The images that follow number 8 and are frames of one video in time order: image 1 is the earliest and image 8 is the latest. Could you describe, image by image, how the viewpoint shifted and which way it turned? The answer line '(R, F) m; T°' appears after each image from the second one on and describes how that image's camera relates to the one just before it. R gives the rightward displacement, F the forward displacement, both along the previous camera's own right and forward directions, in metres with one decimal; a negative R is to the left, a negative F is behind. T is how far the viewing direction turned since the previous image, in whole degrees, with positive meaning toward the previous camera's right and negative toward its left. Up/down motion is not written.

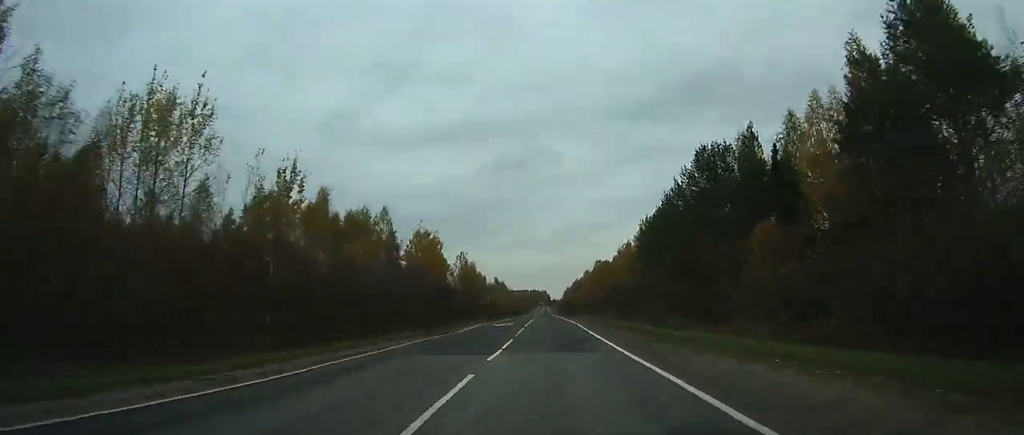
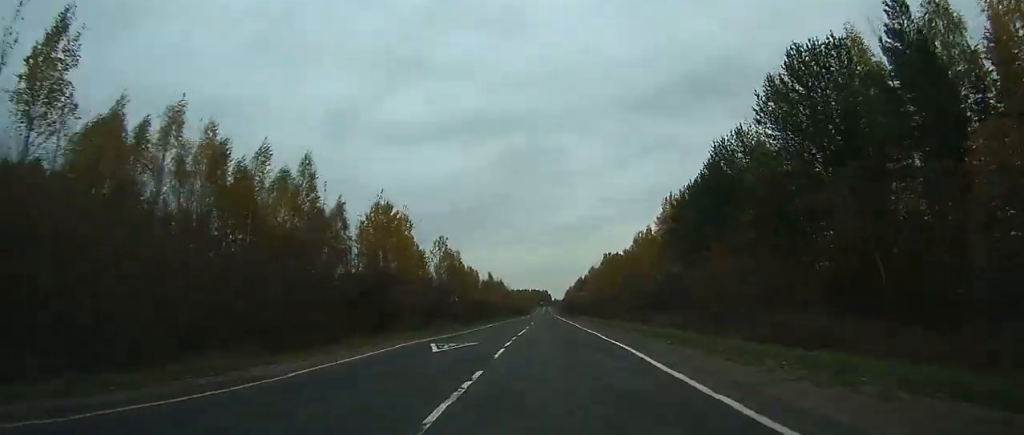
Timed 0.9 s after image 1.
(-0.1, +22.3) m; 0°
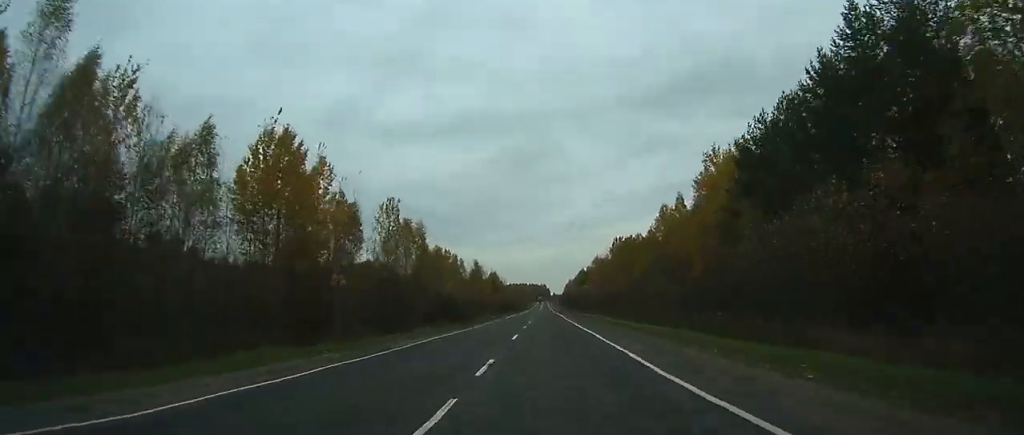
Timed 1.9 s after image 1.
(-0.1, +25.8) m; 0°
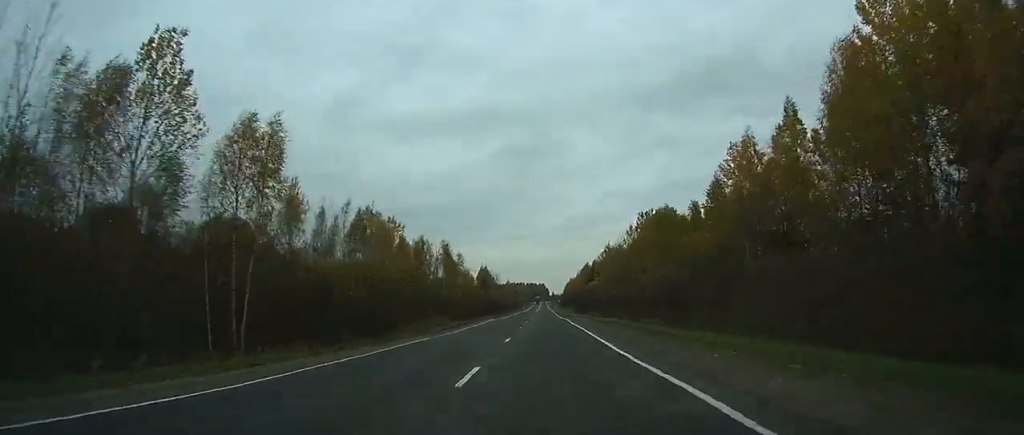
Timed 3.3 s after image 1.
(+0.1, +36.1) m; 0°
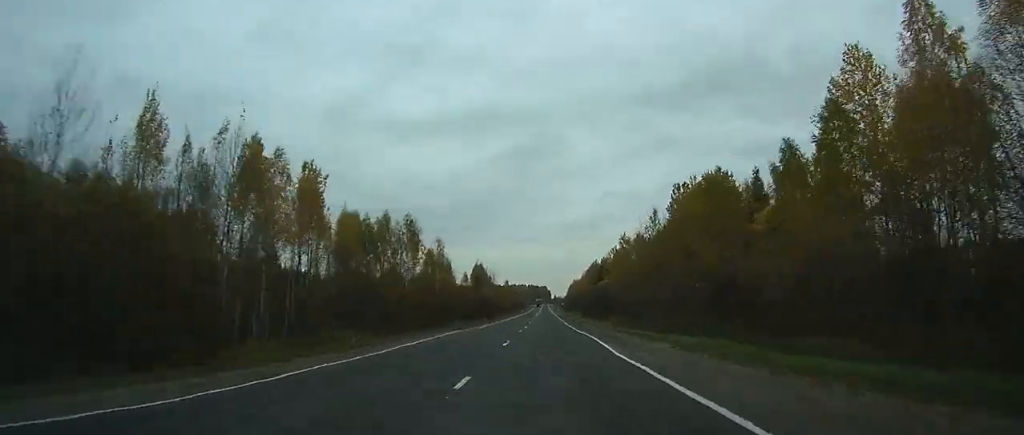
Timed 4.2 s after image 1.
(0.0, +25.2) m; 0°
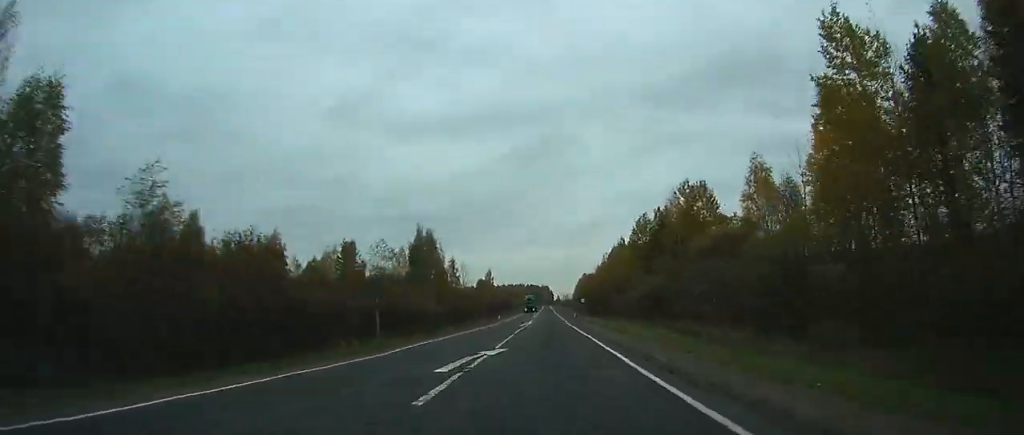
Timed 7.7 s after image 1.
(+0.2, +99.7) m; 0°
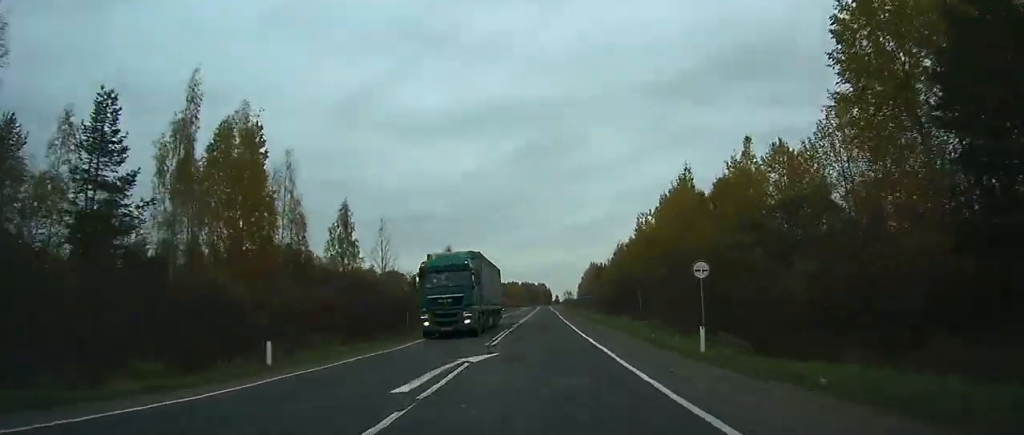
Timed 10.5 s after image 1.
(-0.1, +73.8) m; 0°
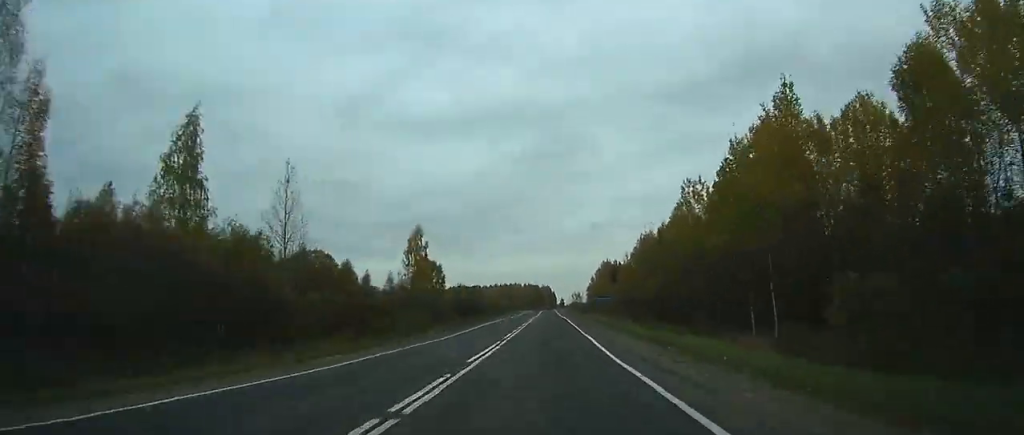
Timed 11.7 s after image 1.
(-0.1, +31.5) m; 0°
